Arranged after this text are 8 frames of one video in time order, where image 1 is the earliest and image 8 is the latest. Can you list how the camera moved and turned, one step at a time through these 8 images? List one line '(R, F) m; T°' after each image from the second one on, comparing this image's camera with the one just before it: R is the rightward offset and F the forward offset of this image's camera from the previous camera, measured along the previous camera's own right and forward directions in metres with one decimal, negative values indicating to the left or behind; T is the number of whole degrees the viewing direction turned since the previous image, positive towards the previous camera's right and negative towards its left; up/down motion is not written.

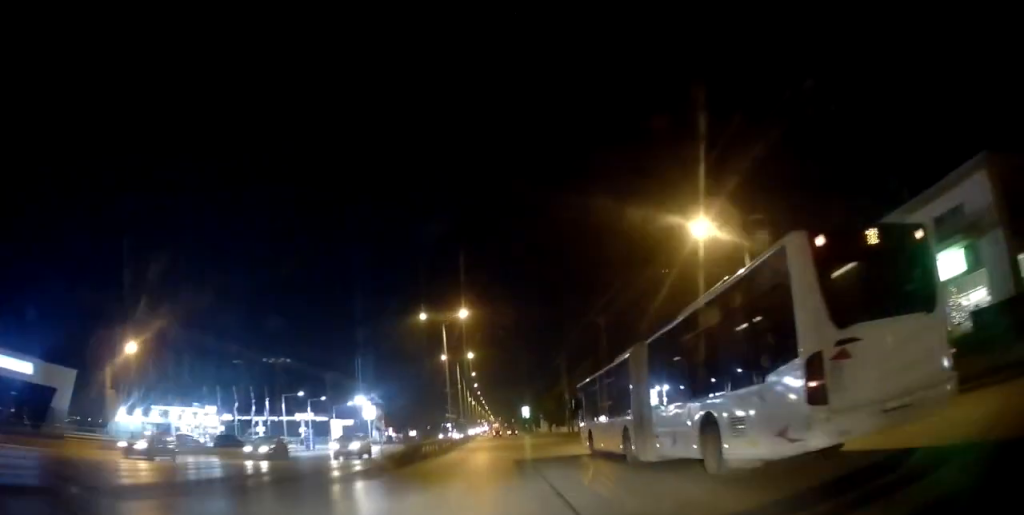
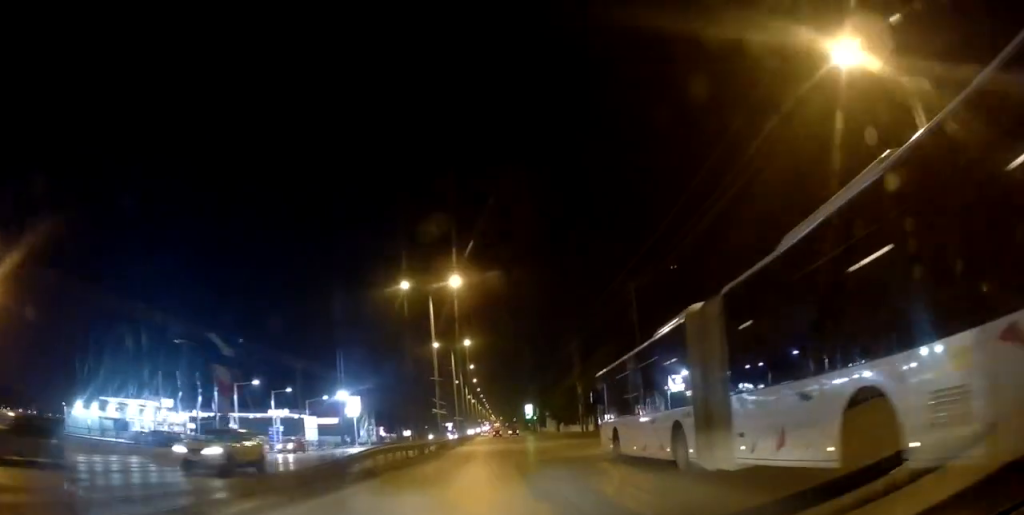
(-0.2, +13.1) m; 0°
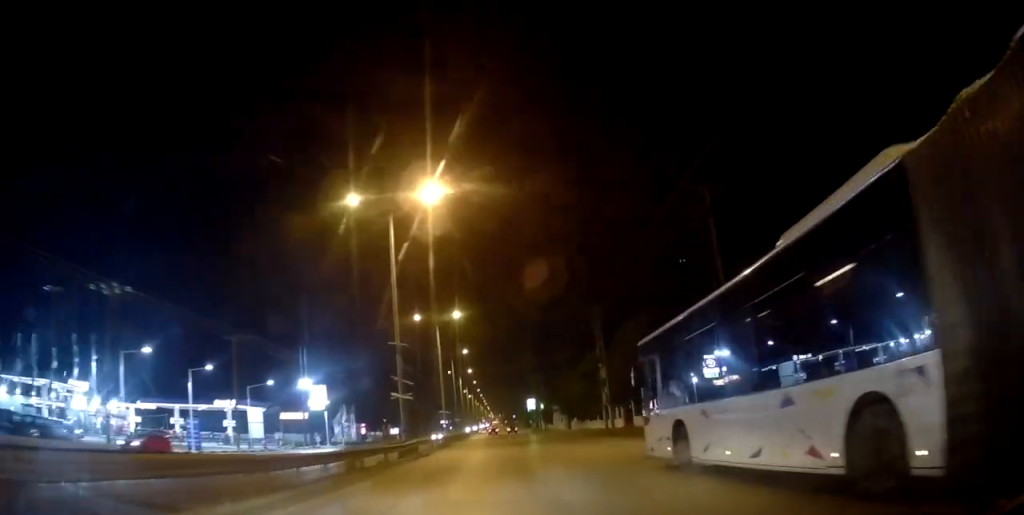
(-0.2, +17.4) m; 0°
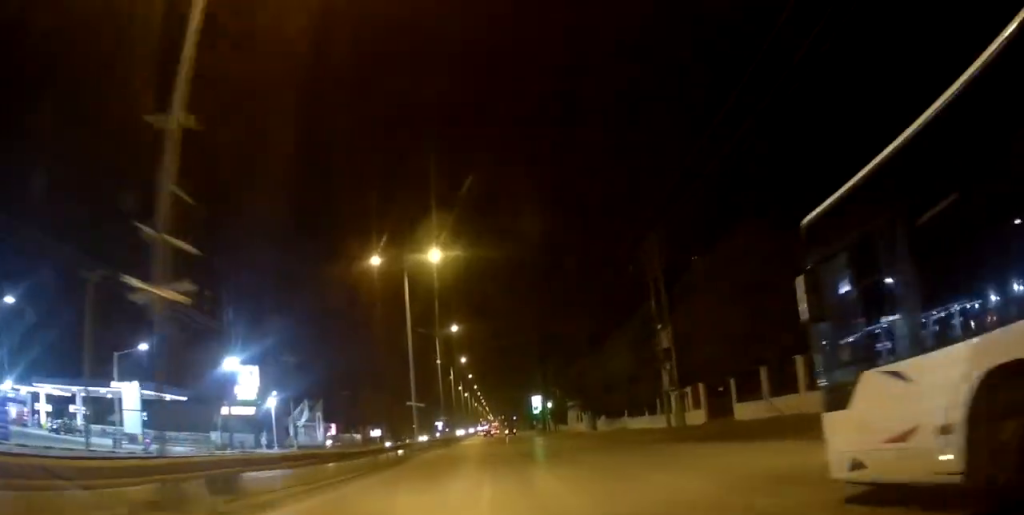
(+0.5, +21.3) m; -1°
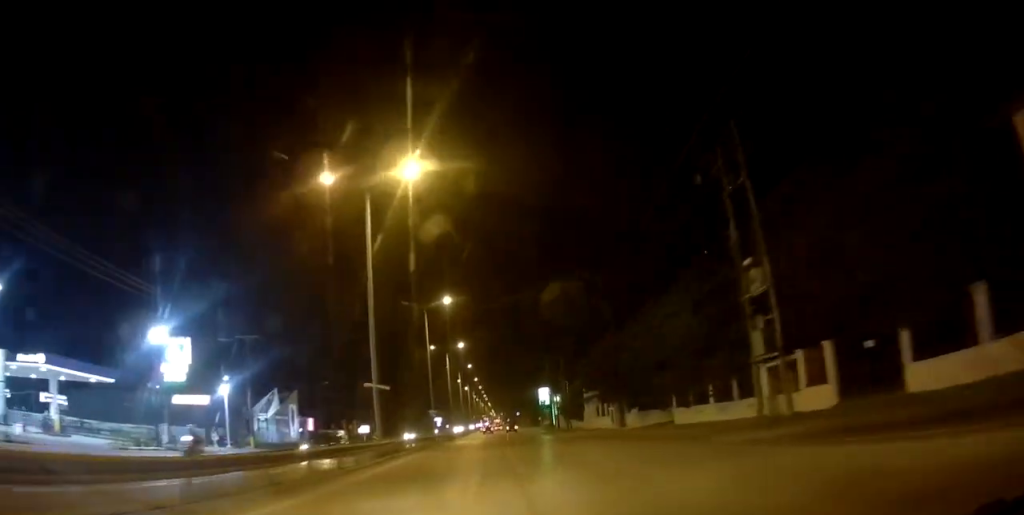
(-0.5, +13.0) m; -2°
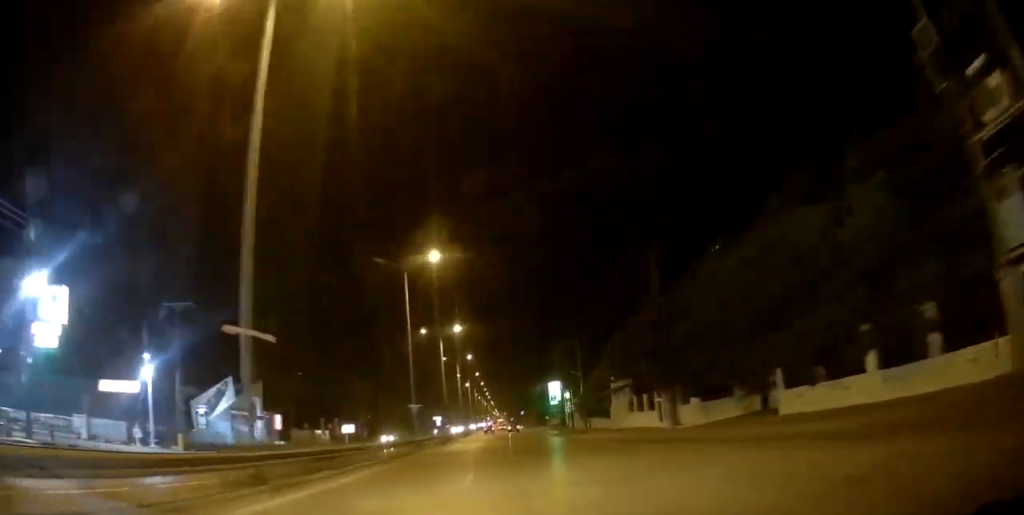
(-0.2, +13.8) m; -2°
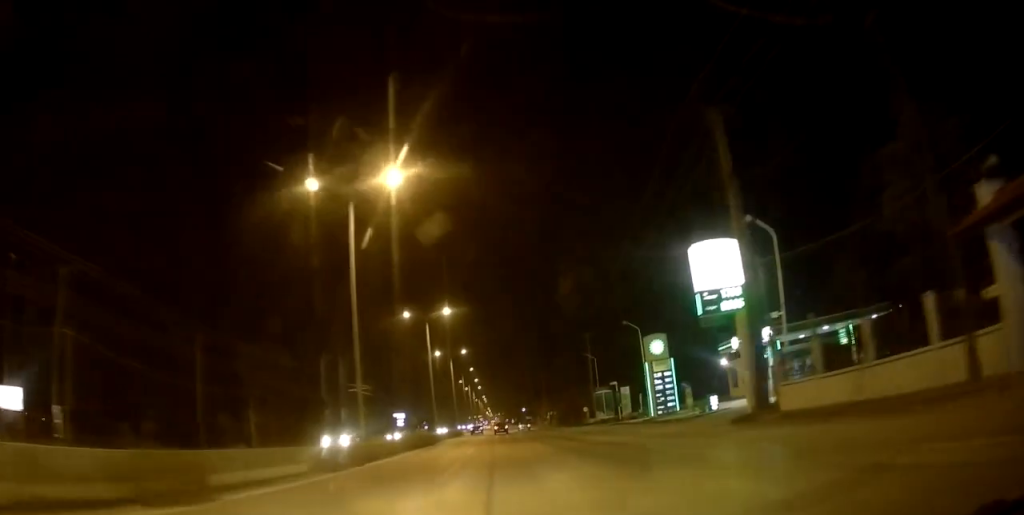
(+1.4, +71.2) m; +5°
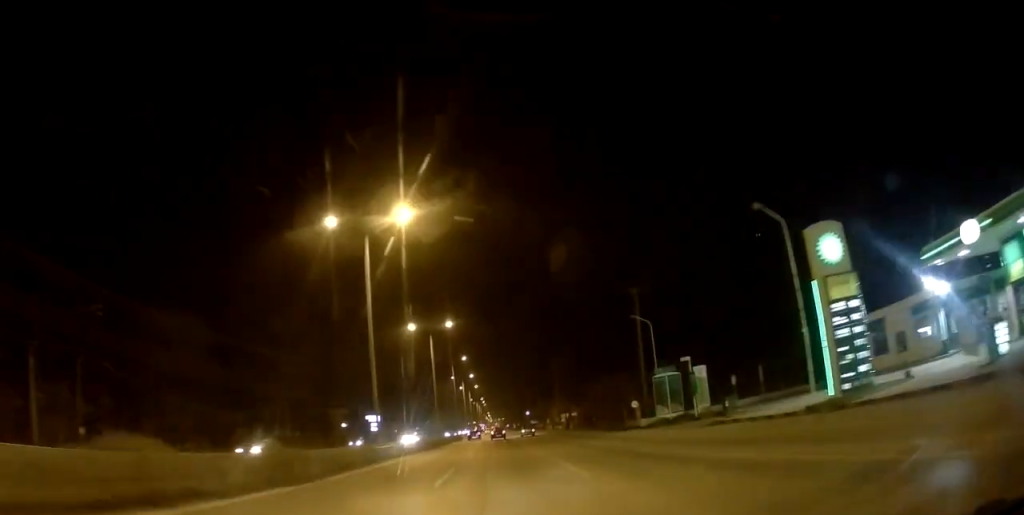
(+0.6, +28.8) m; +2°
